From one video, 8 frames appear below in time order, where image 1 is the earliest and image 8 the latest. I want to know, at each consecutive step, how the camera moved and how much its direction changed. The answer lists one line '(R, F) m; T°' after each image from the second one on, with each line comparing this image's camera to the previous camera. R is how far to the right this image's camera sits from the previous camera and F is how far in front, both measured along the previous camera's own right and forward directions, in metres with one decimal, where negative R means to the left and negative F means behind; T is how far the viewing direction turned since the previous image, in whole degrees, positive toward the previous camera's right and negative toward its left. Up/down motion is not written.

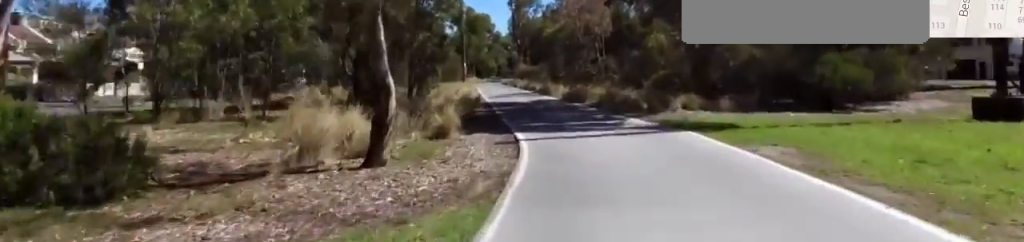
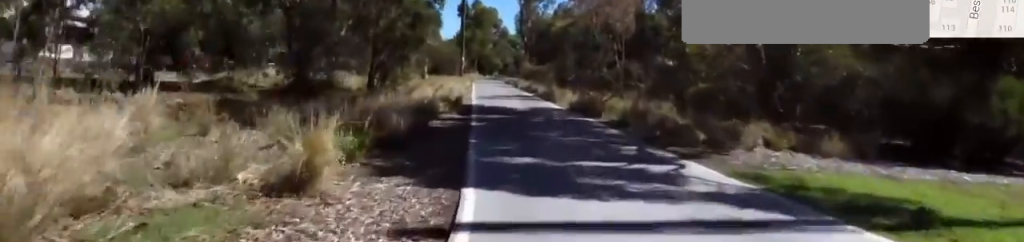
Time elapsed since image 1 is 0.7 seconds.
(0.0, +5.8) m; -1°
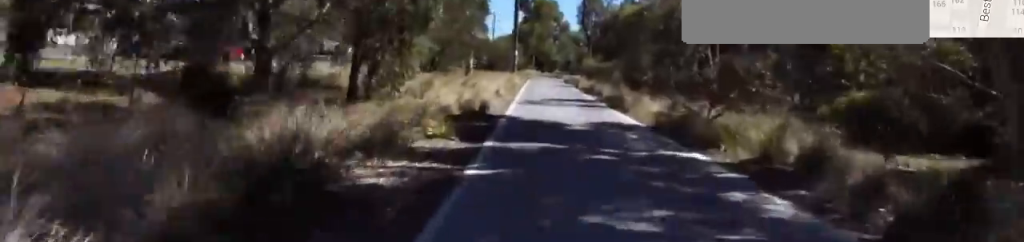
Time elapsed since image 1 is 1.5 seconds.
(0.0, +6.3) m; -5°
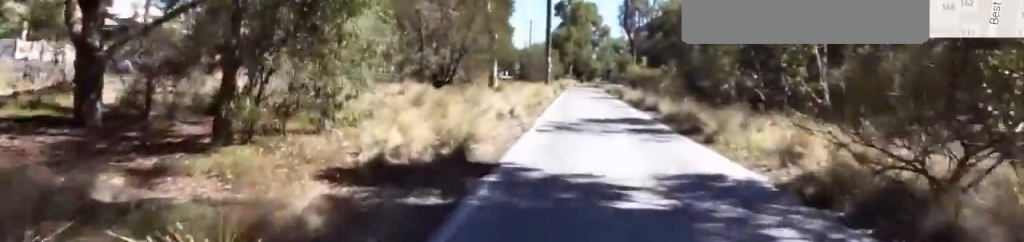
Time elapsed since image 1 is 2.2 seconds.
(-0.5, +5.8) m; -4°
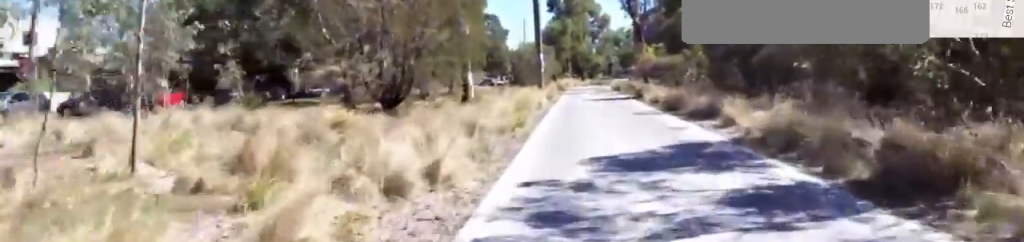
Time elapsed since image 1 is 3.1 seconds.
(-0.3, +7.7) m; +1°
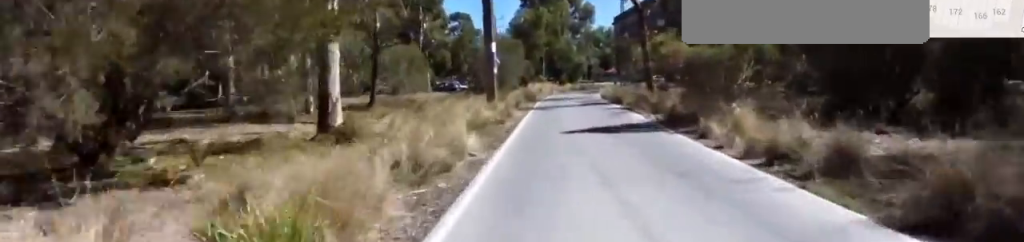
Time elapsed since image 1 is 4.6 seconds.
(+1.1, +12.2) m; +9°
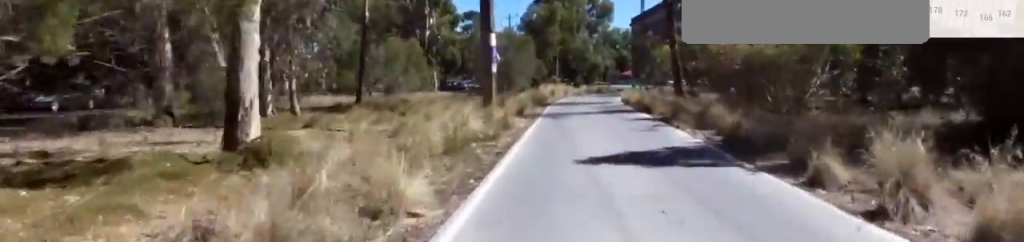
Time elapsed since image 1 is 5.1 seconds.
(0.0, +3.8) m; 0°
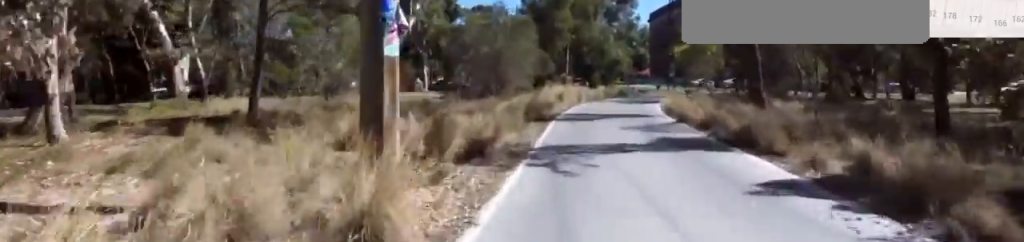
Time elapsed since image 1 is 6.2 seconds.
(0.0, +9.0) m; -7°
